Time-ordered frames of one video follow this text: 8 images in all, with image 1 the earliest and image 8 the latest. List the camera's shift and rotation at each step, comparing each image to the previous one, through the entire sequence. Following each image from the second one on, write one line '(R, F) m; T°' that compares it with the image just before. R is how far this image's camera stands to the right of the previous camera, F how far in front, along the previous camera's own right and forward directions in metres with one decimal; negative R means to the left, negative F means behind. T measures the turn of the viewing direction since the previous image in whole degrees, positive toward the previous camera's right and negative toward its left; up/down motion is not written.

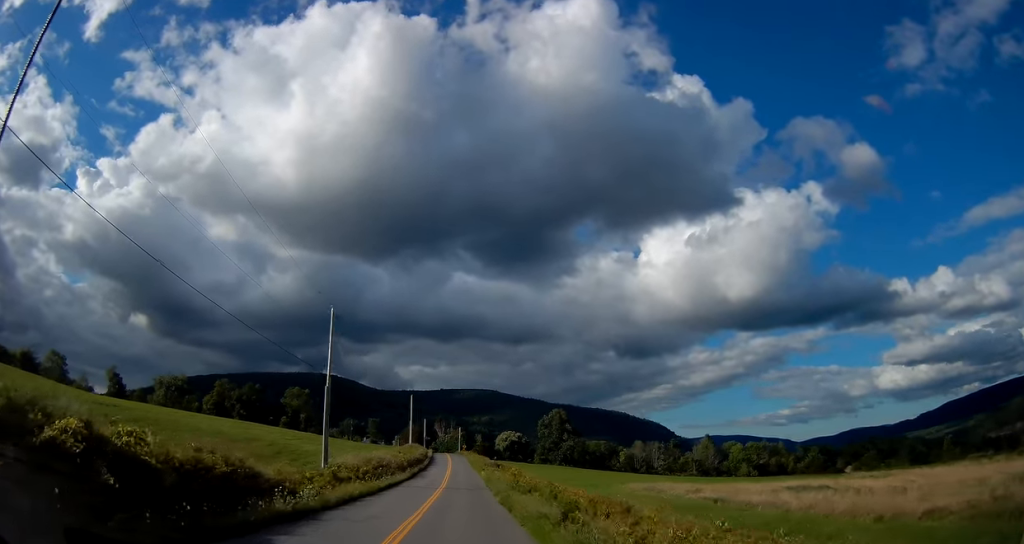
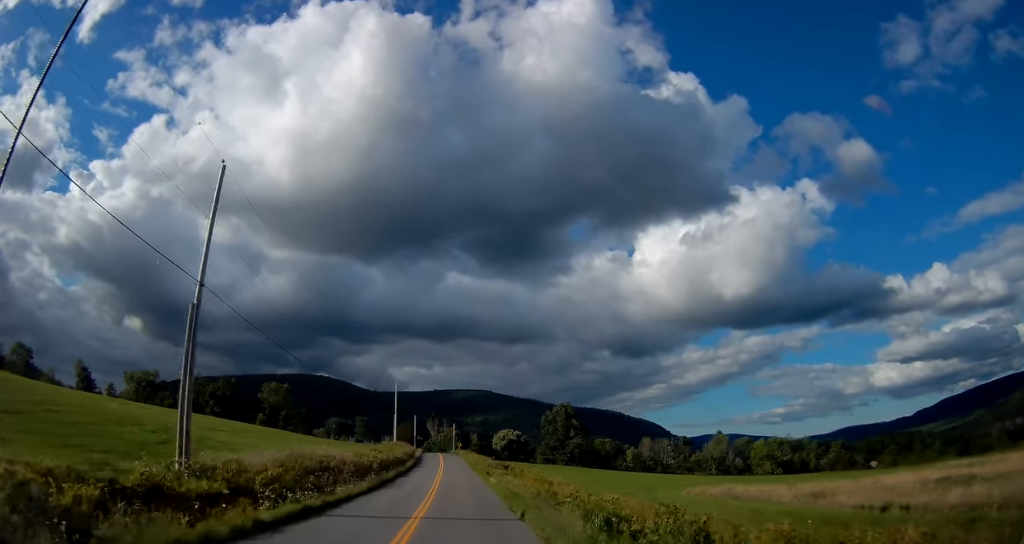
(+0.2, +21.3) m; +1°
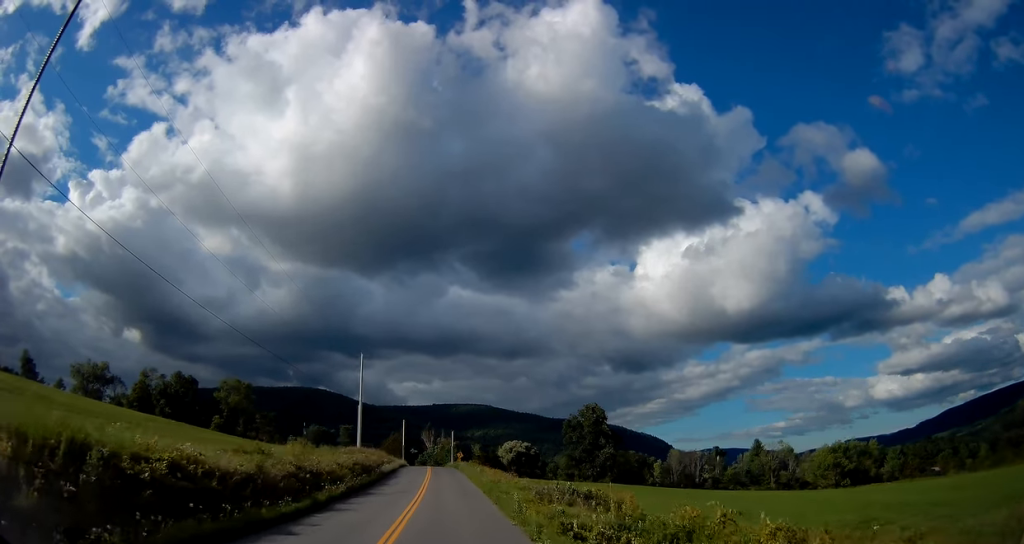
(0.0, +38.8) m; 0°
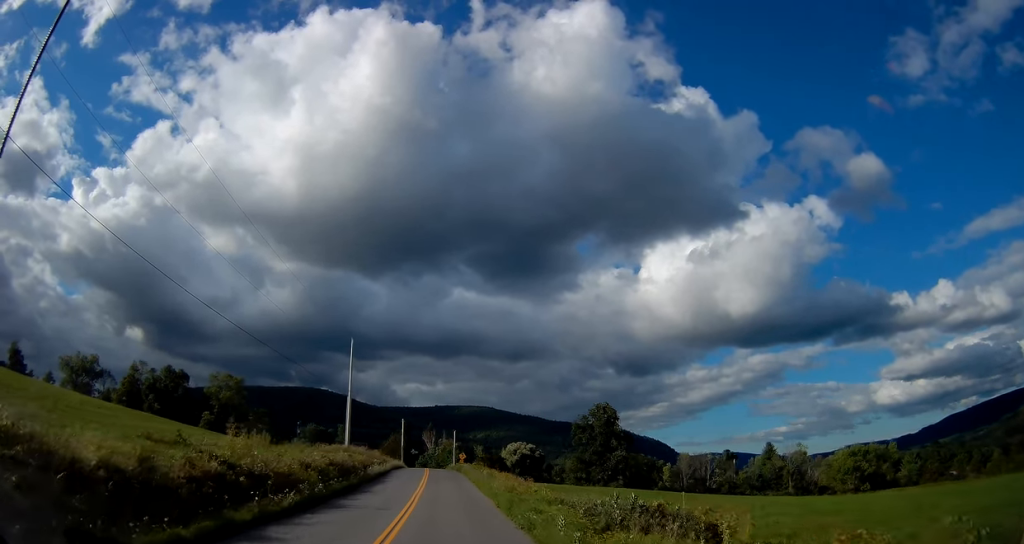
(0.0, +8.7) m; 0°
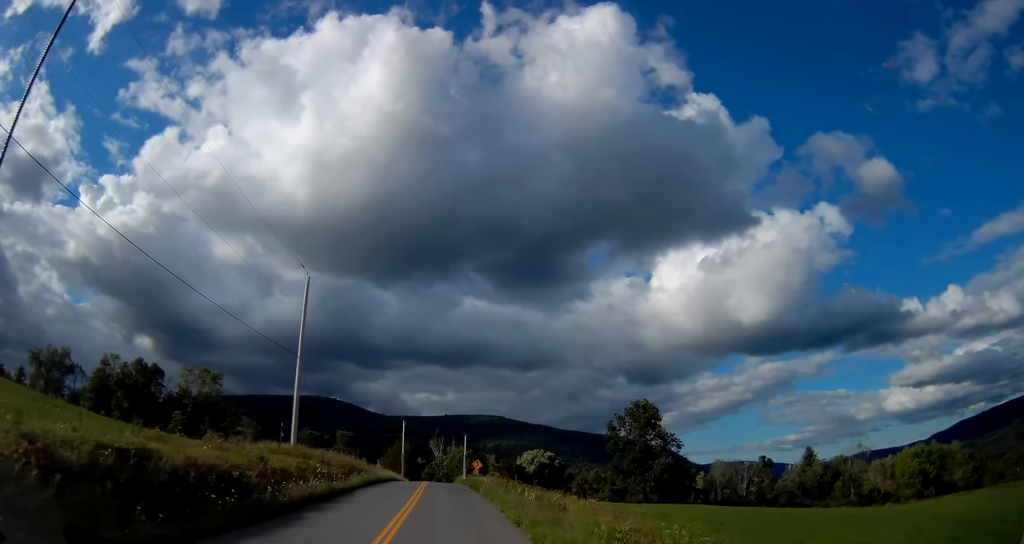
(0.0, +22.9) m; 0°
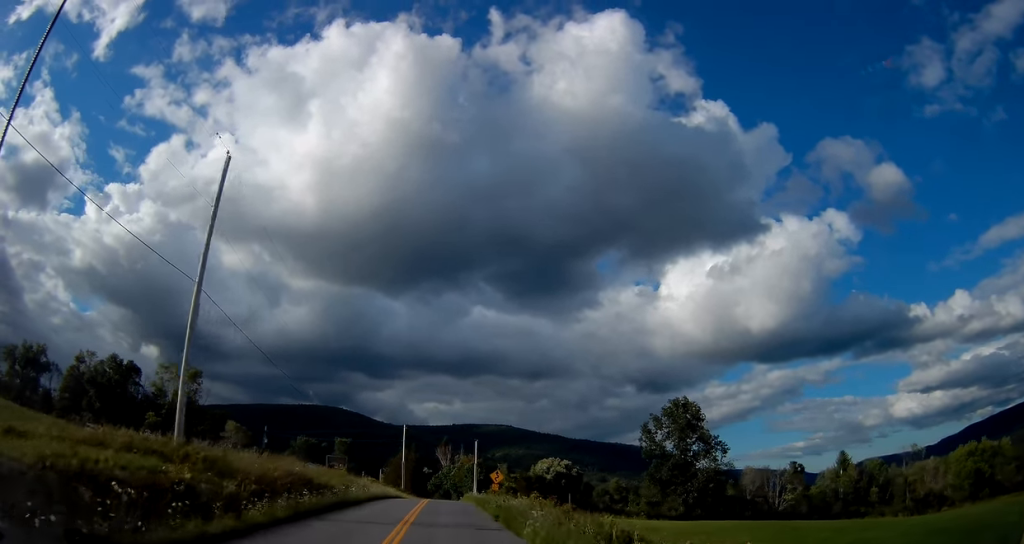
(0.0, +17.1) m; -1°
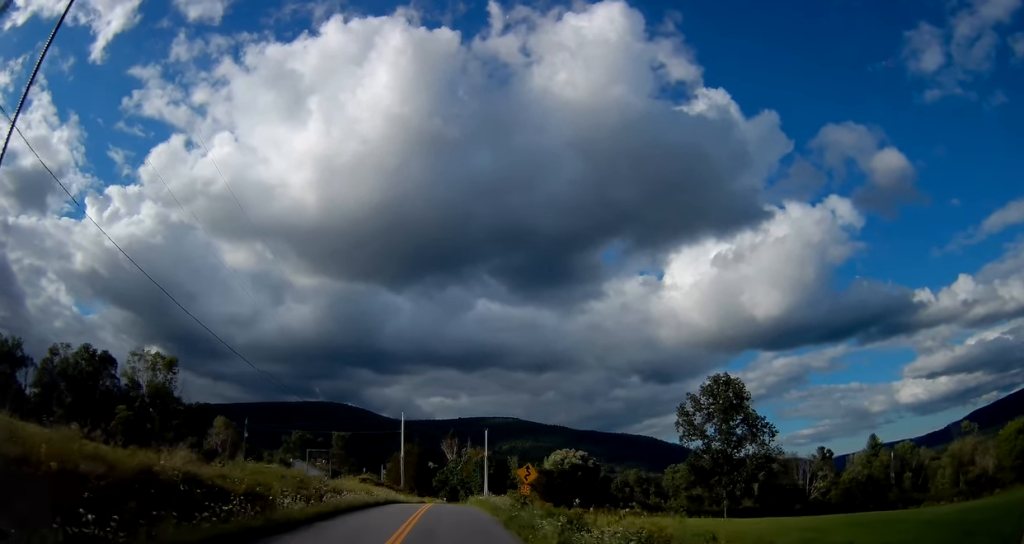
(-0.2, +14.5) m; -1°
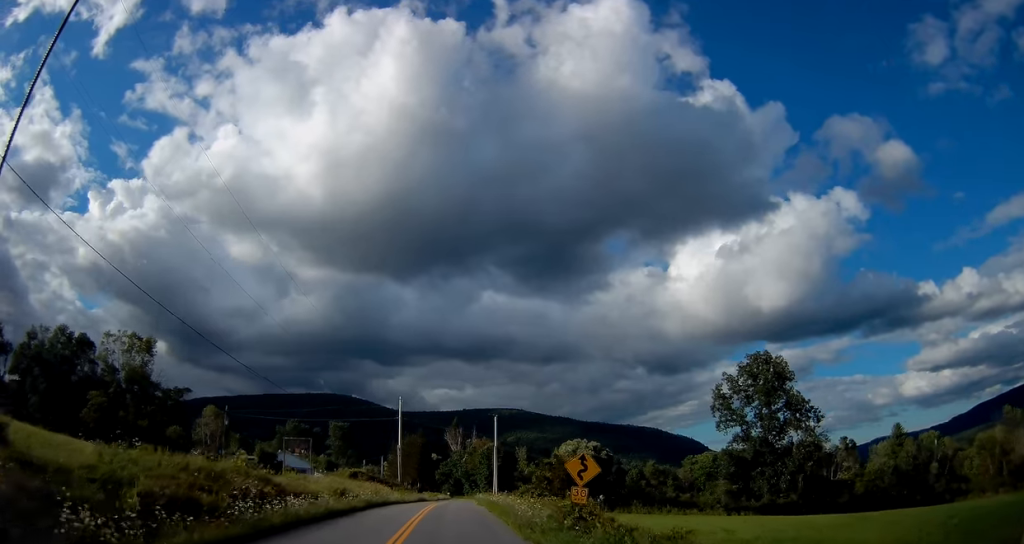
(0.0, +11.2) m; -1°
